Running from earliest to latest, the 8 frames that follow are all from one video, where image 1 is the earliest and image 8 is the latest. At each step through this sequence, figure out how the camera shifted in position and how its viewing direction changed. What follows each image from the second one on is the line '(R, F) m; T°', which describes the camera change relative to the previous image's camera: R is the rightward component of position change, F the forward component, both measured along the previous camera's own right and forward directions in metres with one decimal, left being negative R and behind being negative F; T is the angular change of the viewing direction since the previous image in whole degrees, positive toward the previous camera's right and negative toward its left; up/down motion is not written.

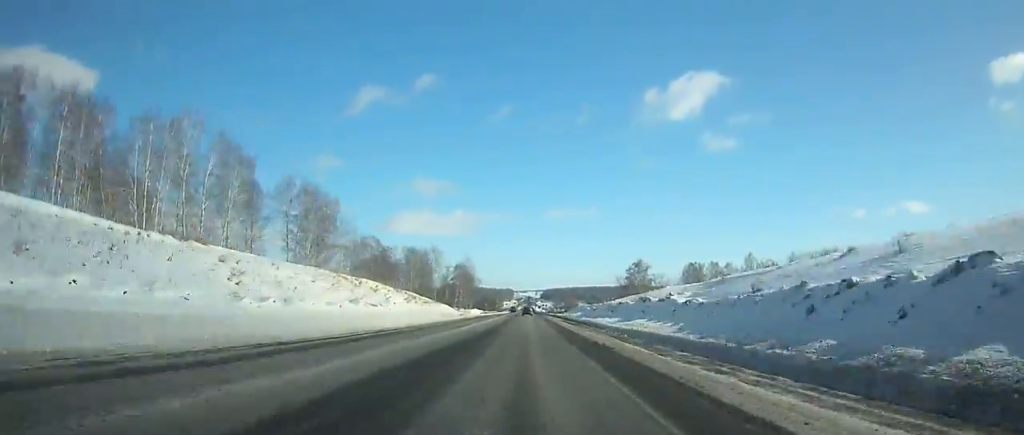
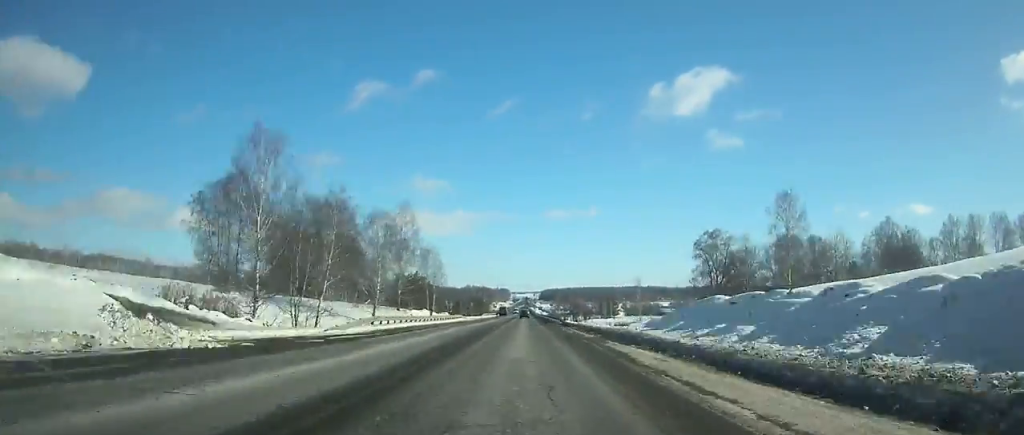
(-0.1, +83.8) m; 0°
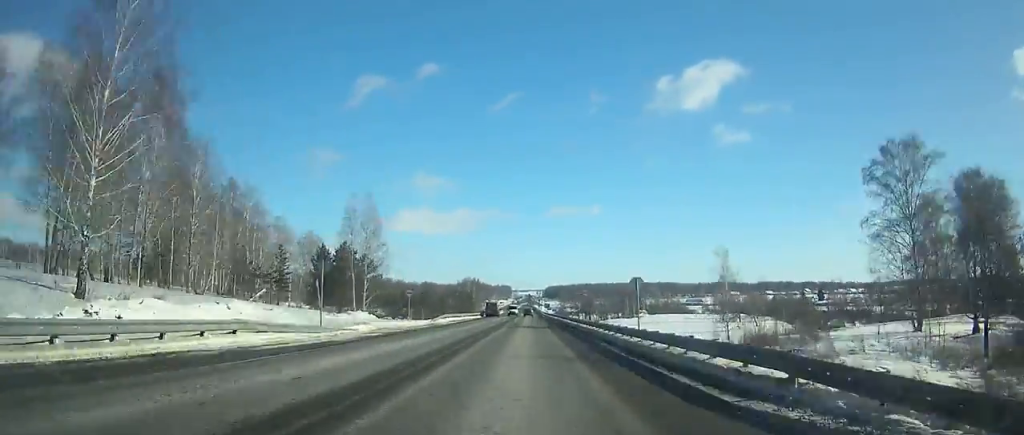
(+0.1, +62.8) m; 0°
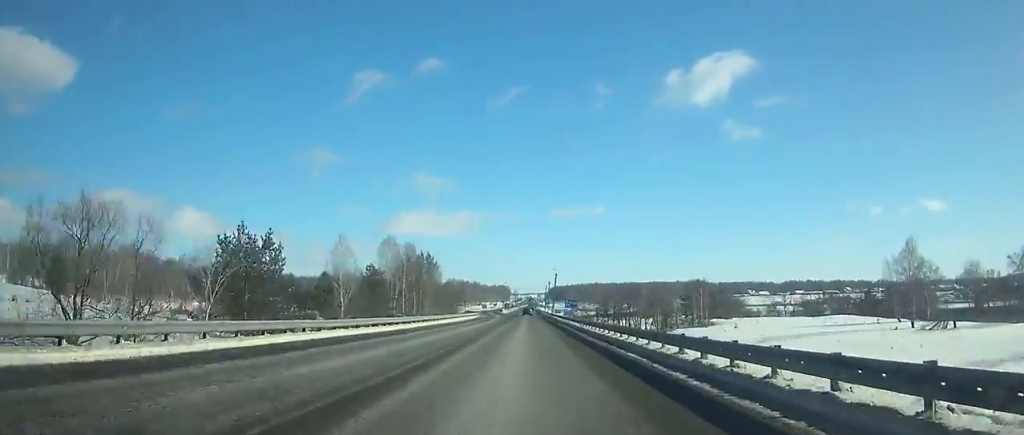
(+0.3, +108.2) m; 0°
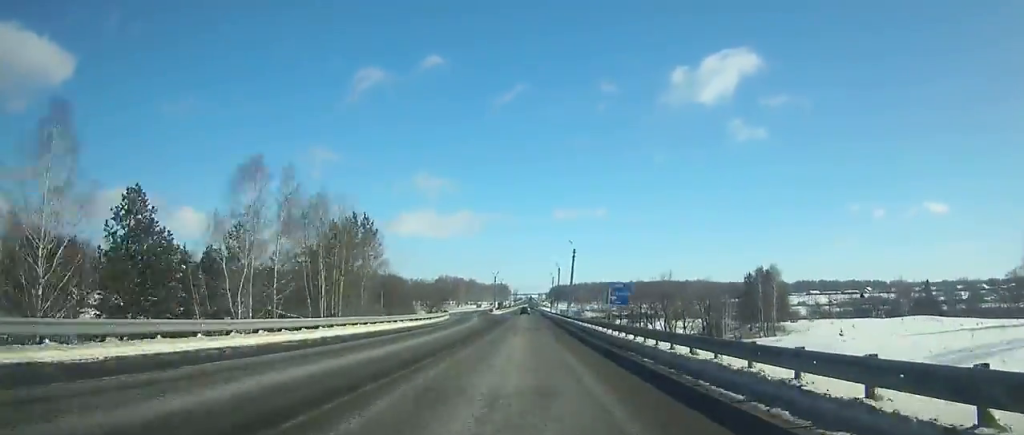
(0.0, +45.1) m; 0°
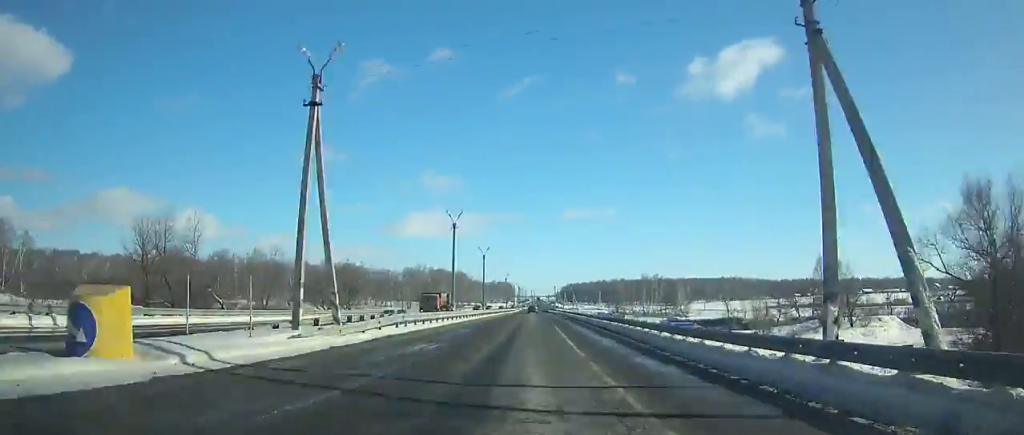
(-0.4, +113.4) m; 0°
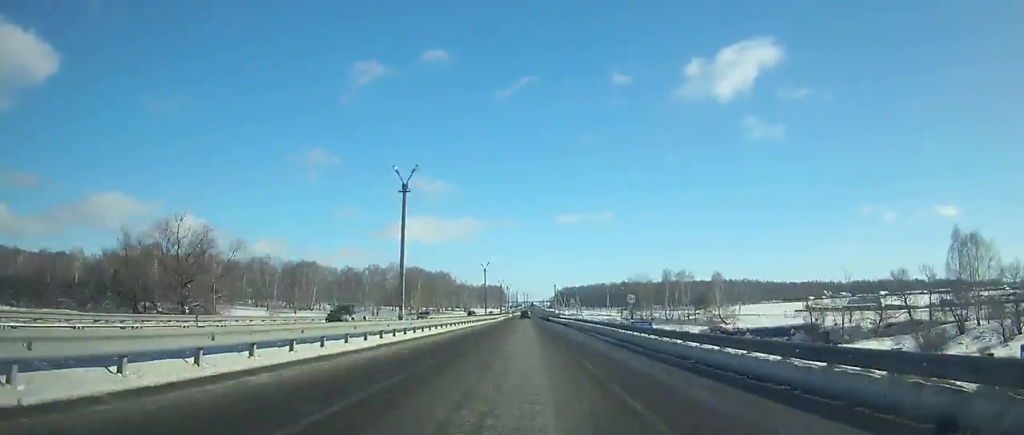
(+0.2, +47.0) m; 0°
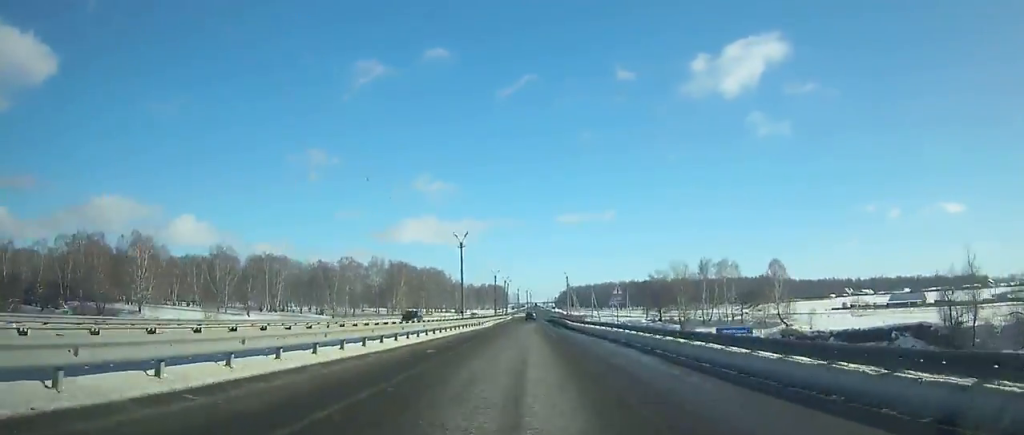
(0.0, +36.3) m; 0°
